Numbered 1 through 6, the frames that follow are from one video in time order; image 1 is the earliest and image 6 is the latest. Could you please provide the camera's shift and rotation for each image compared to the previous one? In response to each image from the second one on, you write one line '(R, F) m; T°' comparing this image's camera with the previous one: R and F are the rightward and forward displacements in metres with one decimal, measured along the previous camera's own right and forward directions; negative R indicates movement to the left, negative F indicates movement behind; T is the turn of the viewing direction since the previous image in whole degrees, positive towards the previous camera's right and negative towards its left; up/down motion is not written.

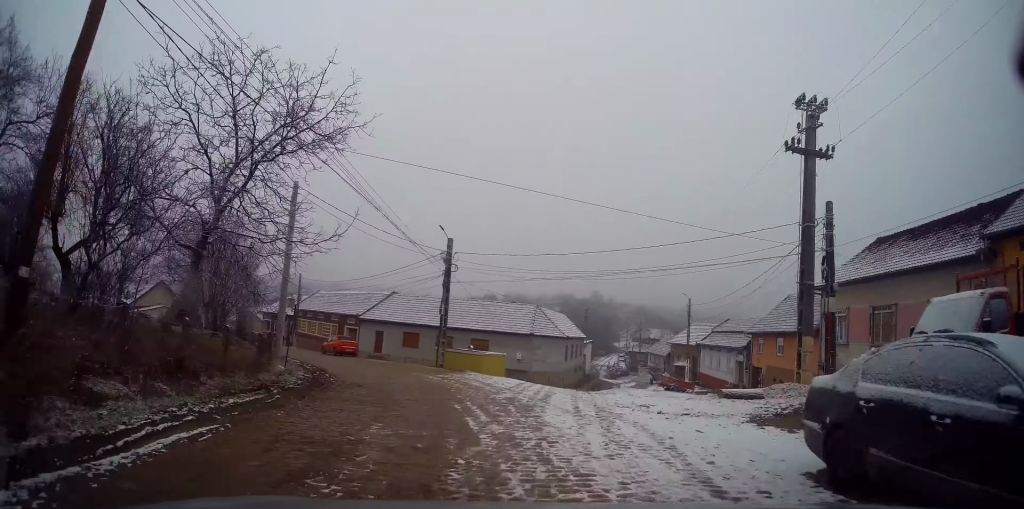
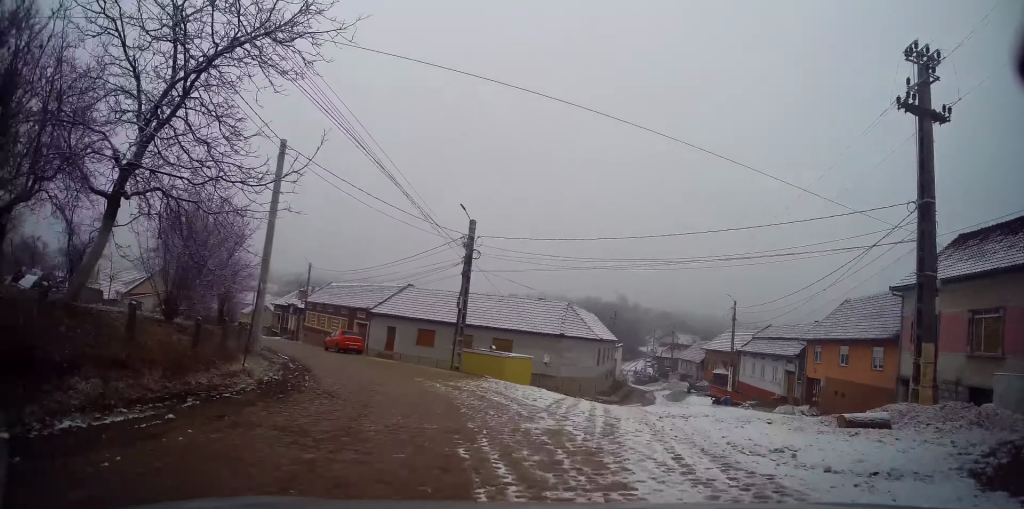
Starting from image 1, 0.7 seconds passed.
(0.0, +4.7) m; -5°
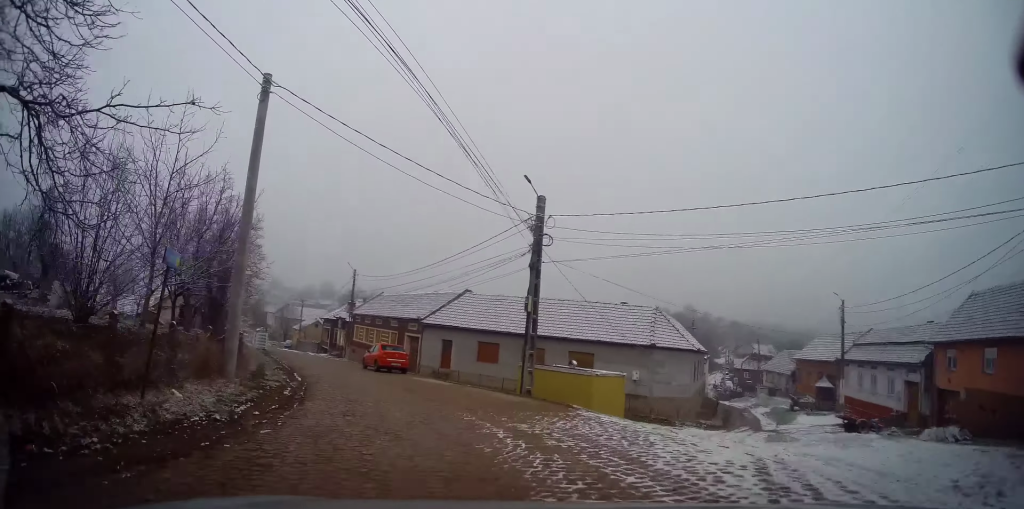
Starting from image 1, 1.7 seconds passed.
(-0.6, +6.6) m; -5°
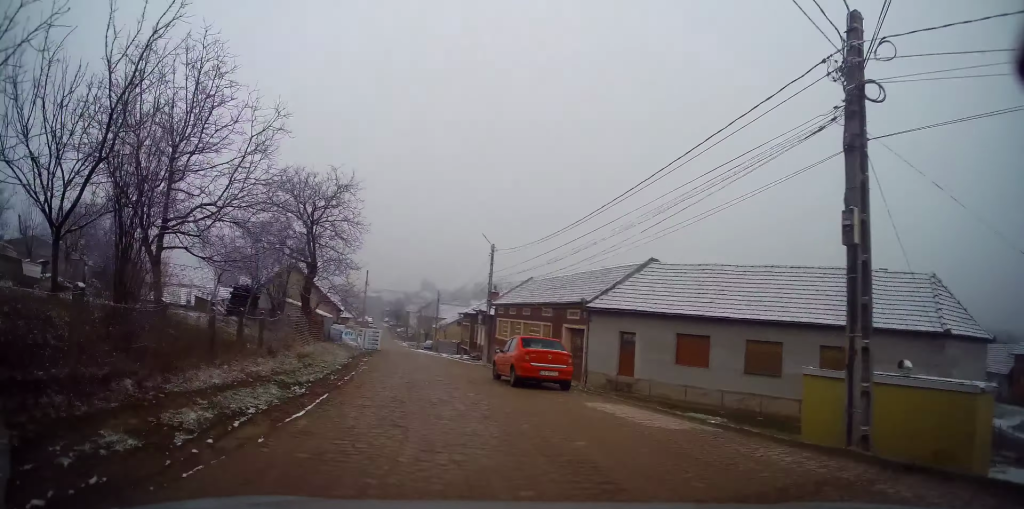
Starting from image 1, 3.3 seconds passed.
(-1.4, +12.3) m; -13°
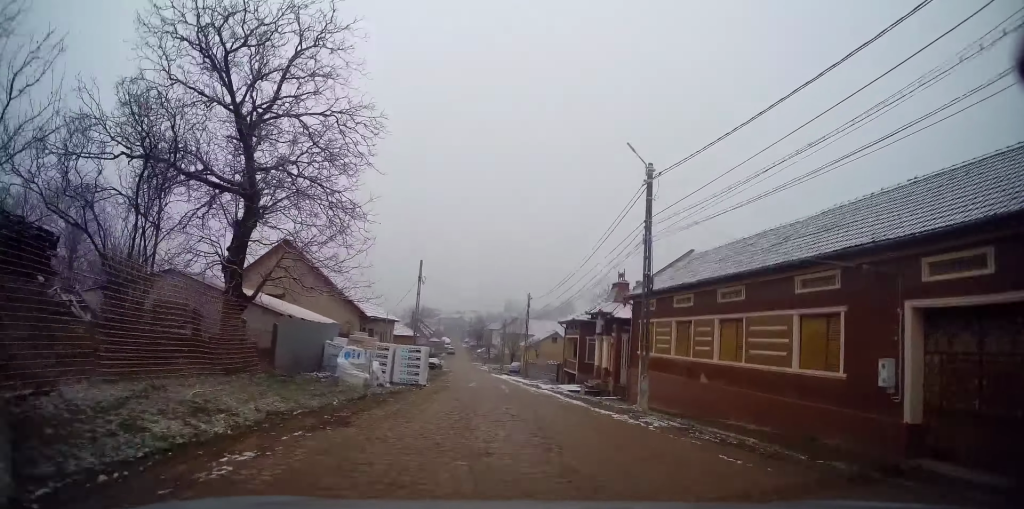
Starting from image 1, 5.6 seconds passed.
(-2.6, +19.9) m; -10°
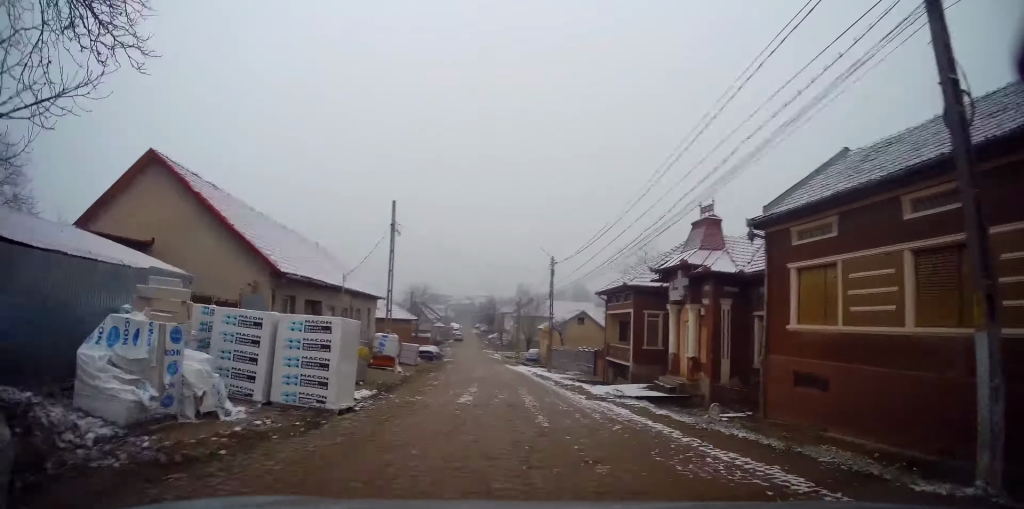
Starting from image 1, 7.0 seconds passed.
(+0.4, +13.1) m; 0°
